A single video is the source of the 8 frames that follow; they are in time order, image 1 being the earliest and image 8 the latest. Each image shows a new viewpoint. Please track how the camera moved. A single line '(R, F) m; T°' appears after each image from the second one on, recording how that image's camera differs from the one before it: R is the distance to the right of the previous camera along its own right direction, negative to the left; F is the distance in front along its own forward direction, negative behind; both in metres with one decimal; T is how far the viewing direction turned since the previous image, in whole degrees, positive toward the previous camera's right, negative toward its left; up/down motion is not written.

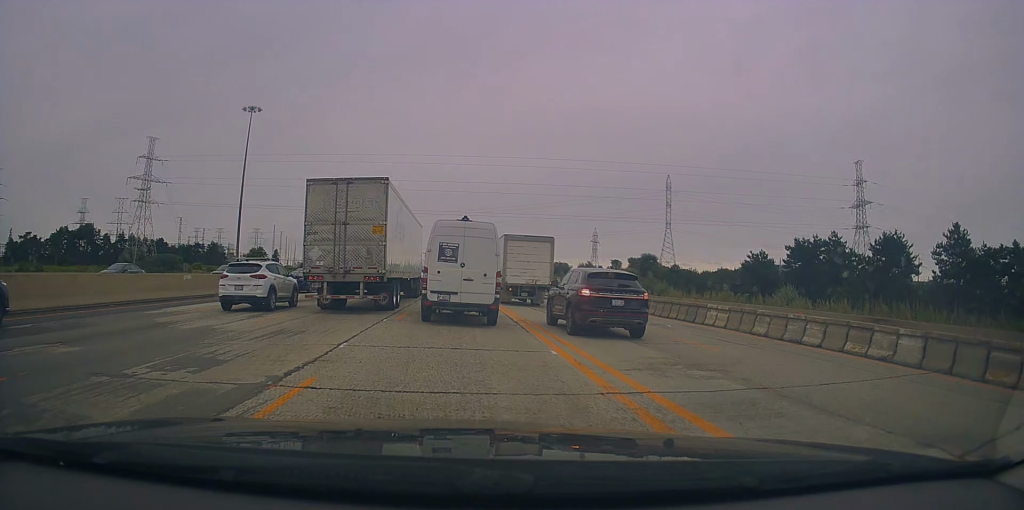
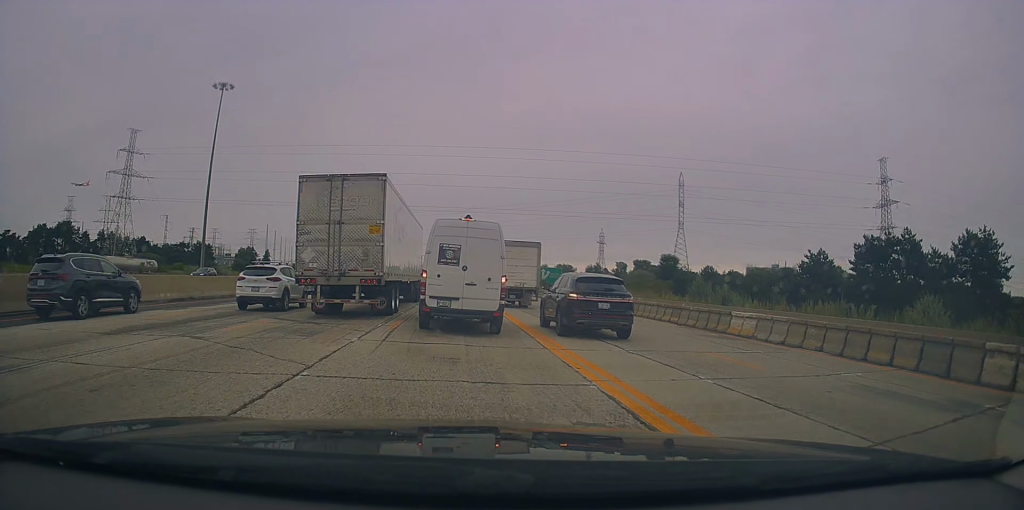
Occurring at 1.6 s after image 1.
(+0.2, +14.2) m; +2°
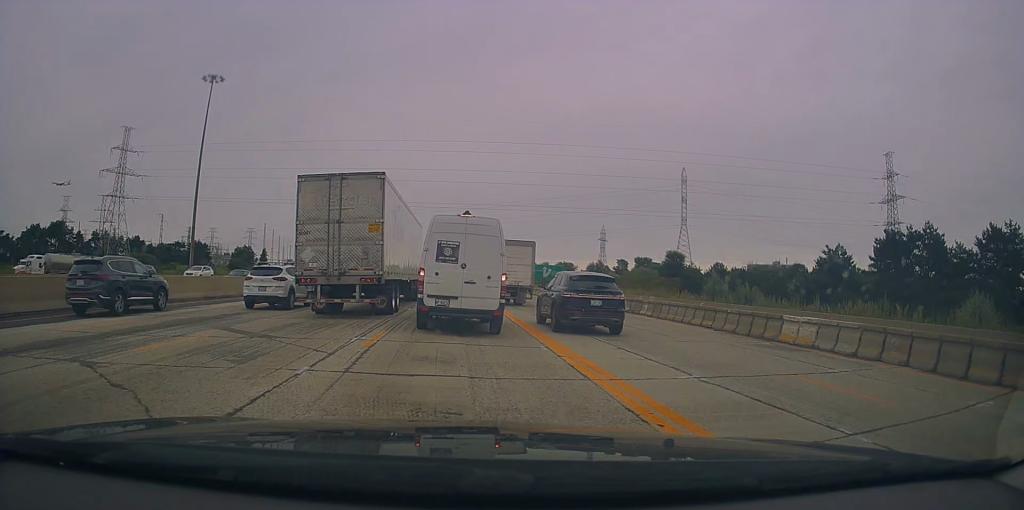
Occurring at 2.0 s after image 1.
(0.0, +3.7) m; 0°
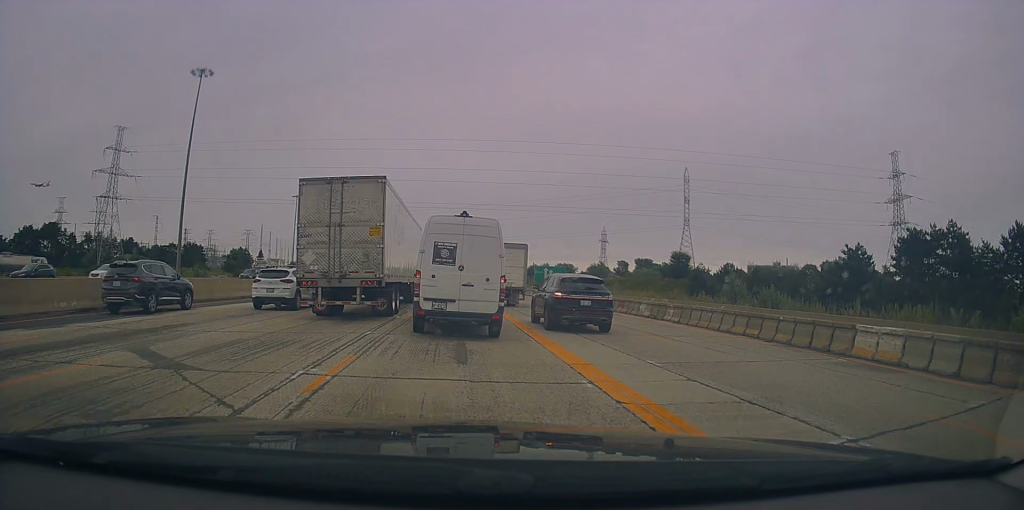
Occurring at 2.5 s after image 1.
(0.0, +3.9) m; -1°
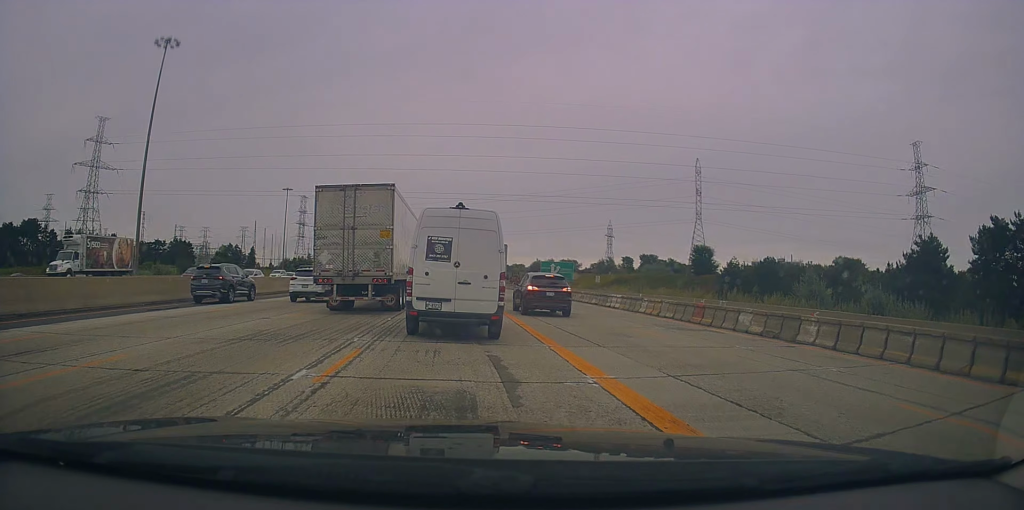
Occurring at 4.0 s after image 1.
(-0.4, +11.7) m; -1°
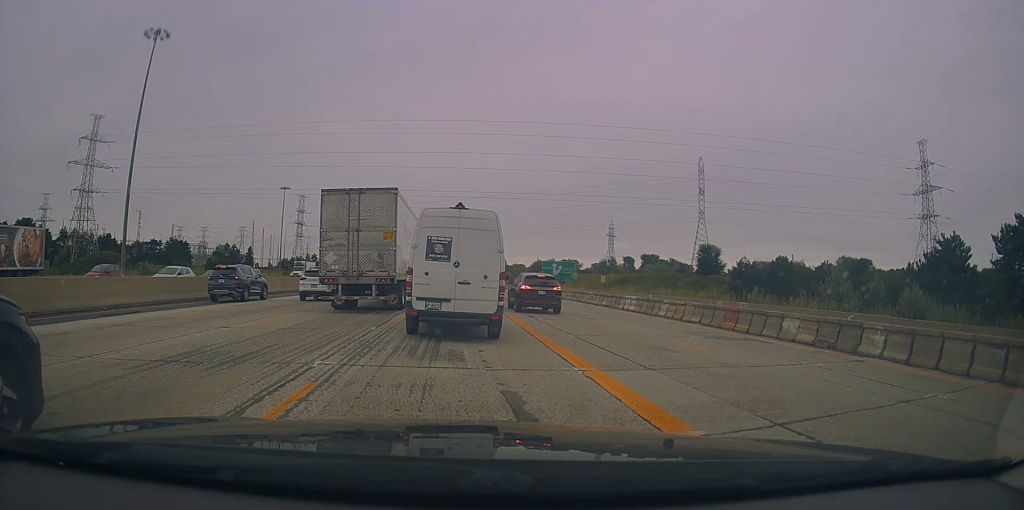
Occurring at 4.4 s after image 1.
(+0.2, +3.0) m; -1°
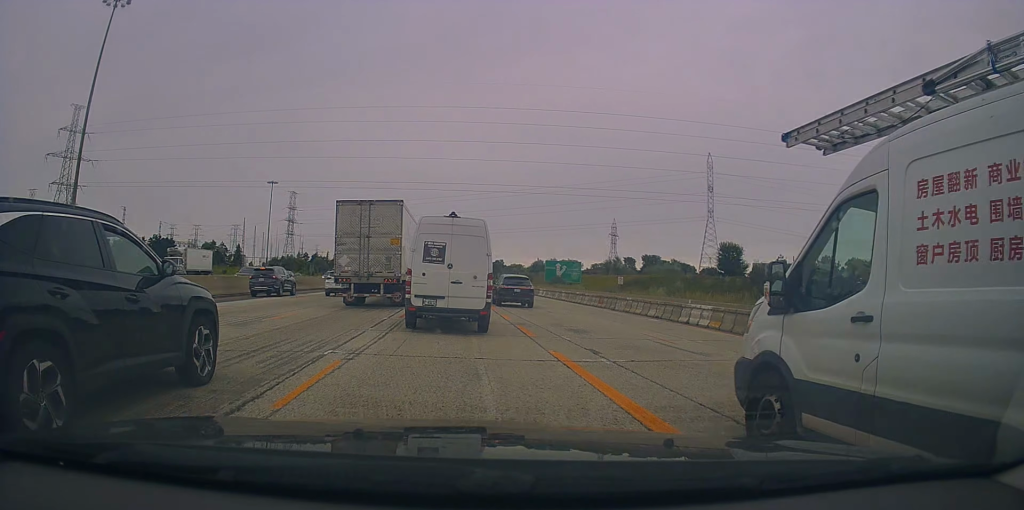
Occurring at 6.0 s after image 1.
(-0.3, +10.3) m; +2°
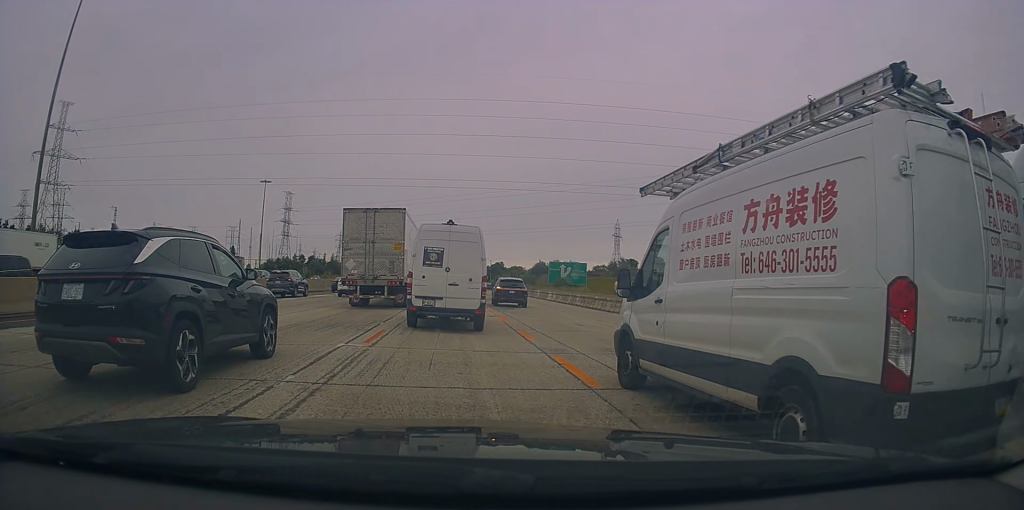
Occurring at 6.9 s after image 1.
(+0.6, +6.6) m; +3°
